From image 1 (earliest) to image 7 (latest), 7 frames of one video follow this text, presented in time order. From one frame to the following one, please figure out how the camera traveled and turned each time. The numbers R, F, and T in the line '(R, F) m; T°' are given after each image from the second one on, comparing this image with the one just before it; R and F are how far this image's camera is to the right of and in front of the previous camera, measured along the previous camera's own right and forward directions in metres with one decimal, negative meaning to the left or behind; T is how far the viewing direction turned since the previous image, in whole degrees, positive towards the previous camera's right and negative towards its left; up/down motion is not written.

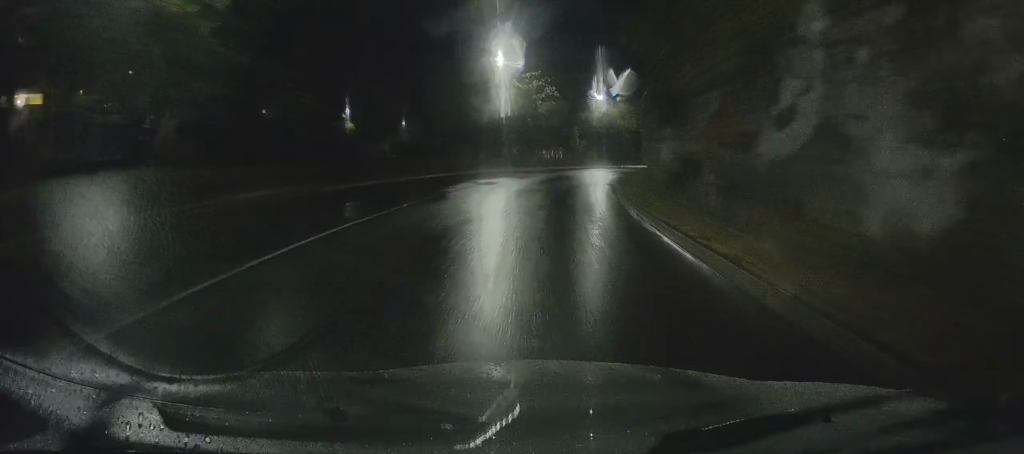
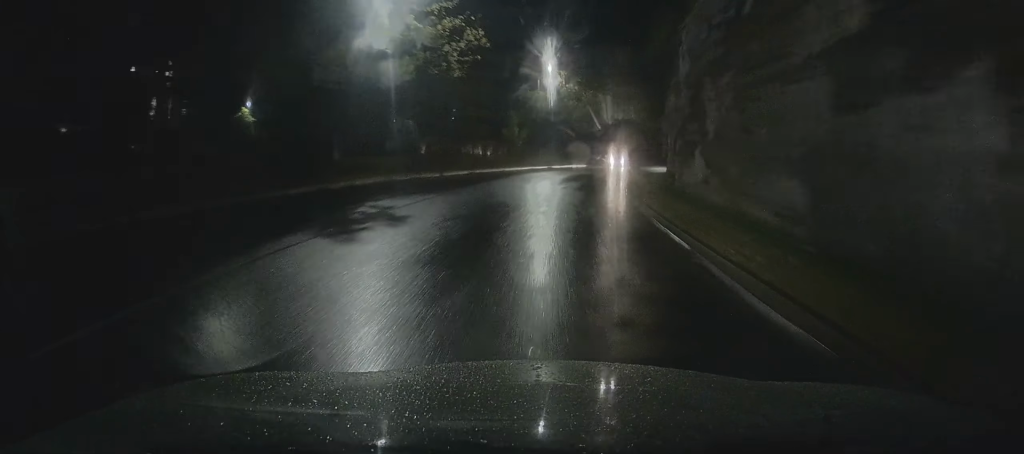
(+1.5, +23.4) m; +6°
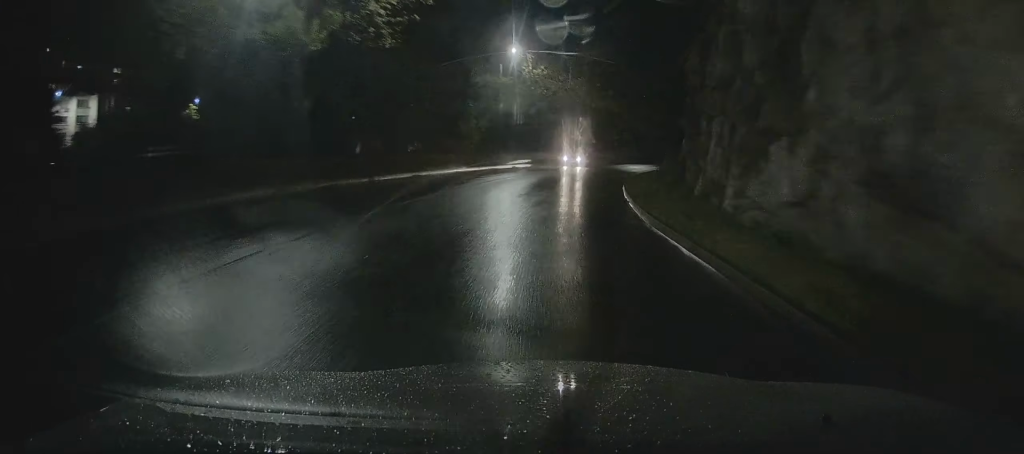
(-0.1, +8.7) m; +2°
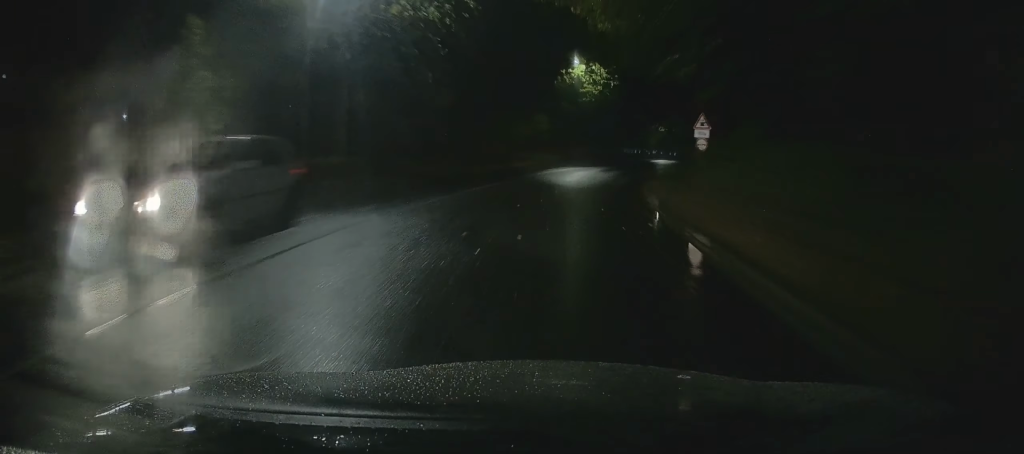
(+1.6, +28.9) m; +9°
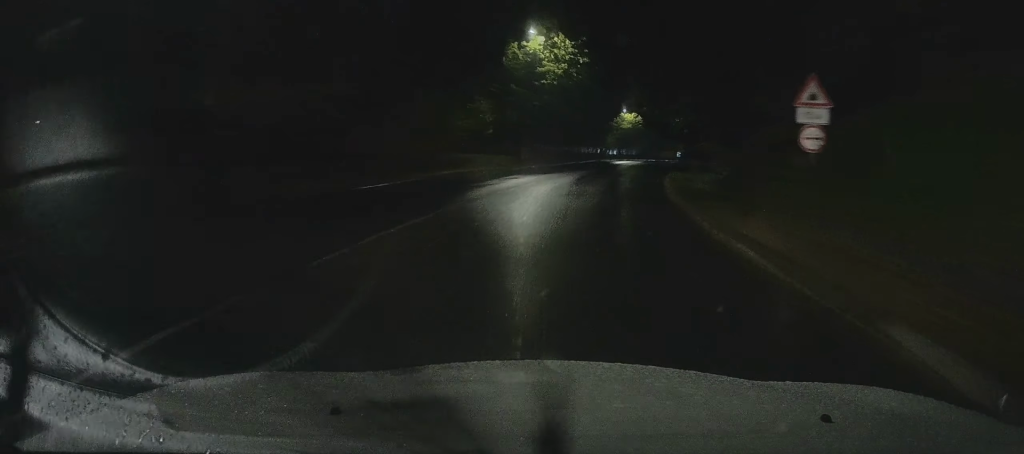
(+1.5, +15.6) m; +8°
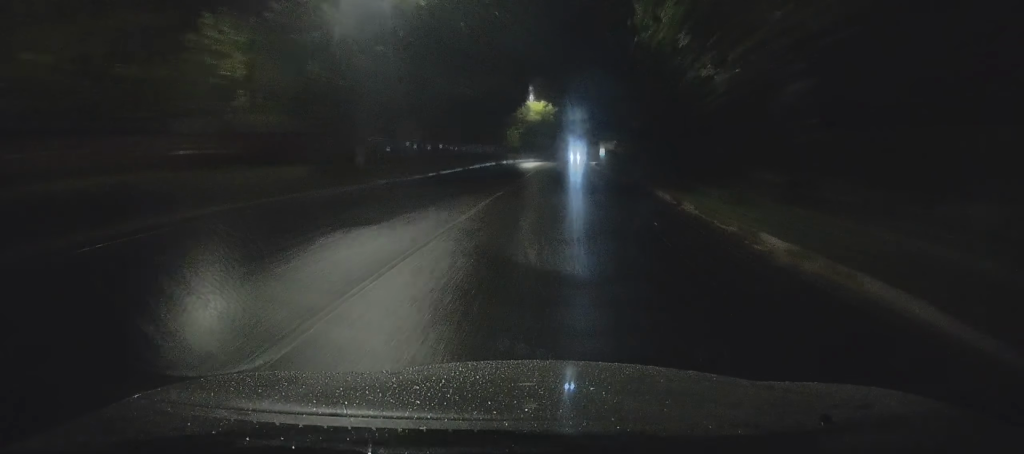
(+2.0, +25.3) m; +6°
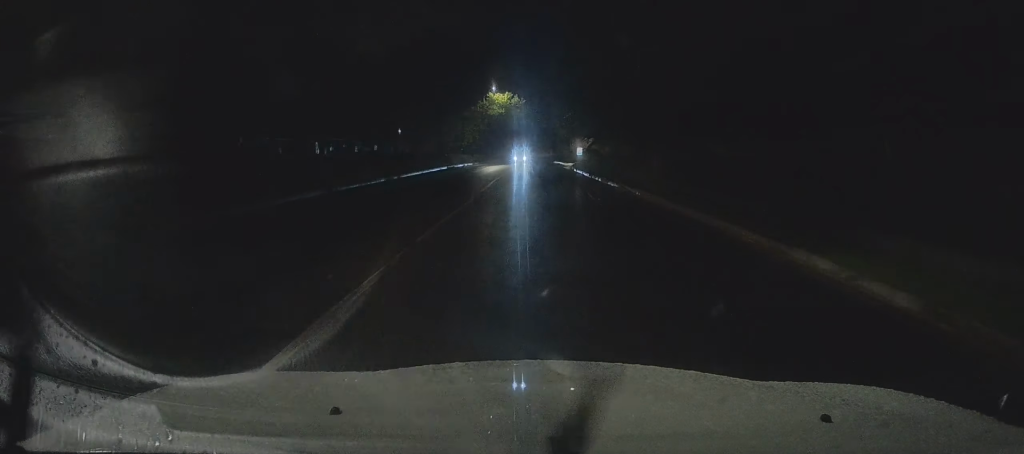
(+0.2, +15.1) m; 0°
